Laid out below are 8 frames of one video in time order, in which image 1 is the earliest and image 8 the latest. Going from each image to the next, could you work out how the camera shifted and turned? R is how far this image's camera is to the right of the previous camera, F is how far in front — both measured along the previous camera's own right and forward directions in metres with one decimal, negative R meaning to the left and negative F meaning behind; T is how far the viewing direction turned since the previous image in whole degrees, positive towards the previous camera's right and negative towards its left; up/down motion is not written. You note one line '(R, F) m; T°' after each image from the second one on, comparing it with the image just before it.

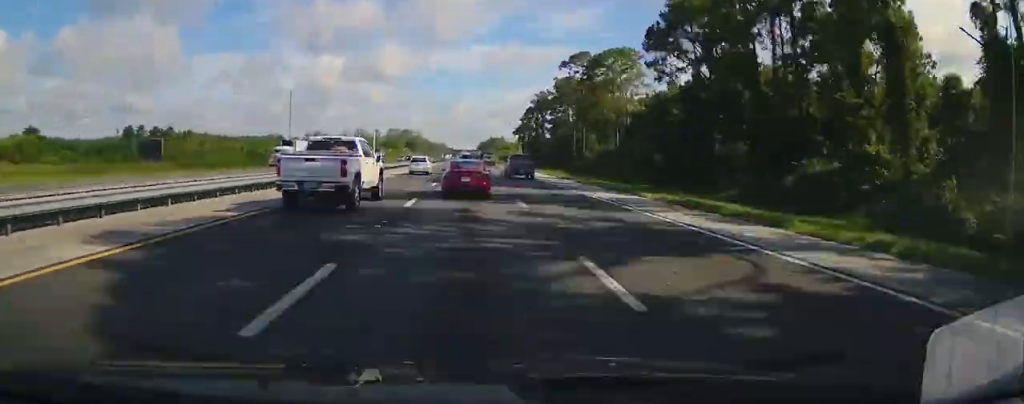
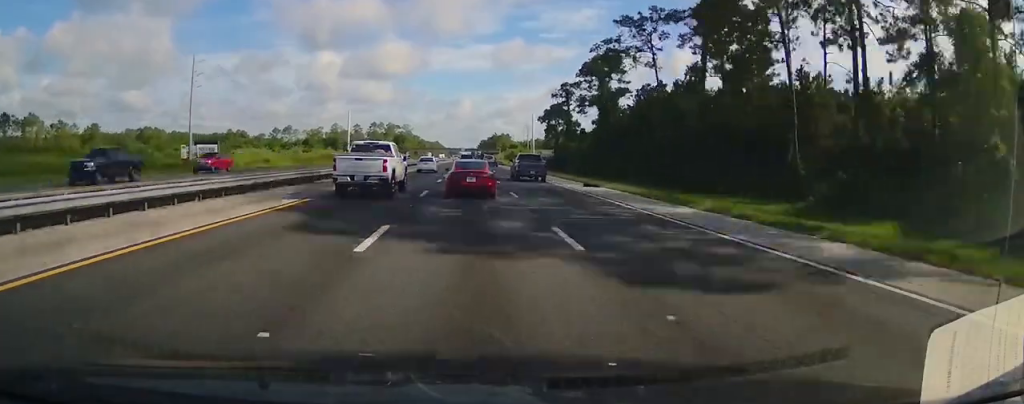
(+0.7, +82.2) m; 0°
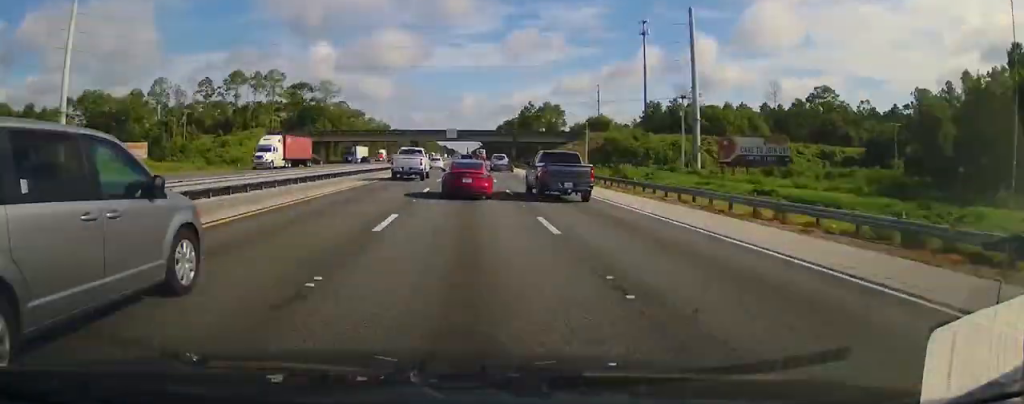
(-0.6, +231.6) m; -1°
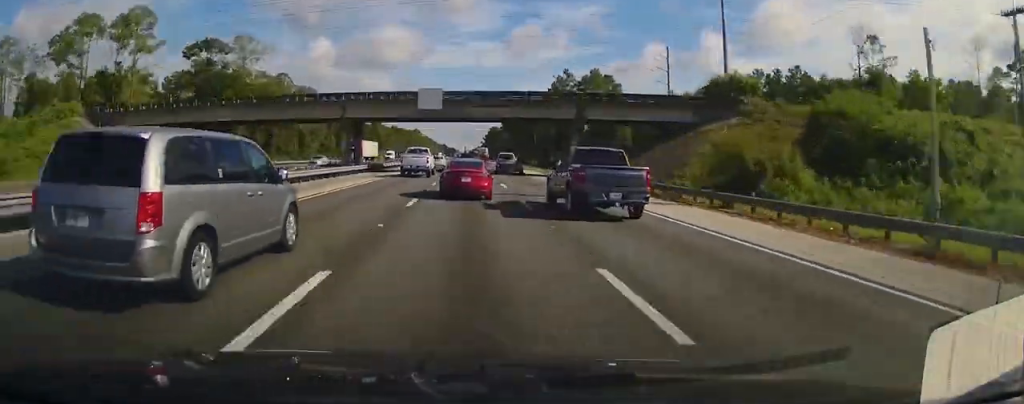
(+0.1, +68.1) m; 0°
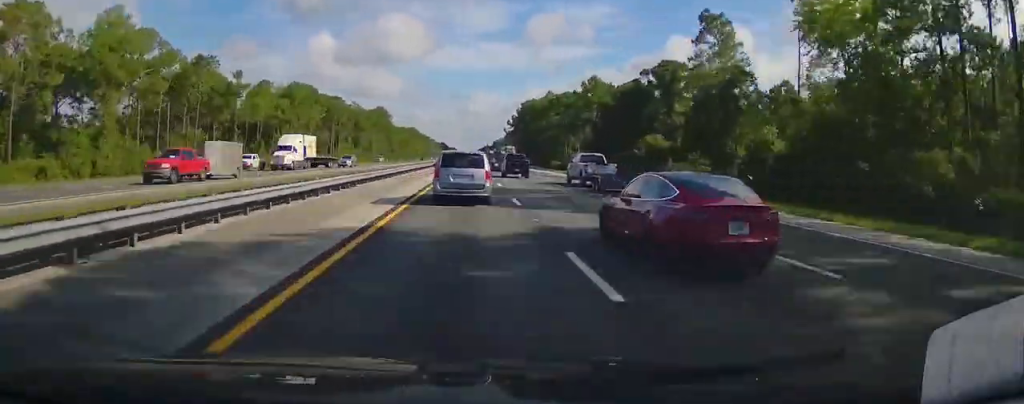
(-0.5, +207.3) m; 0°
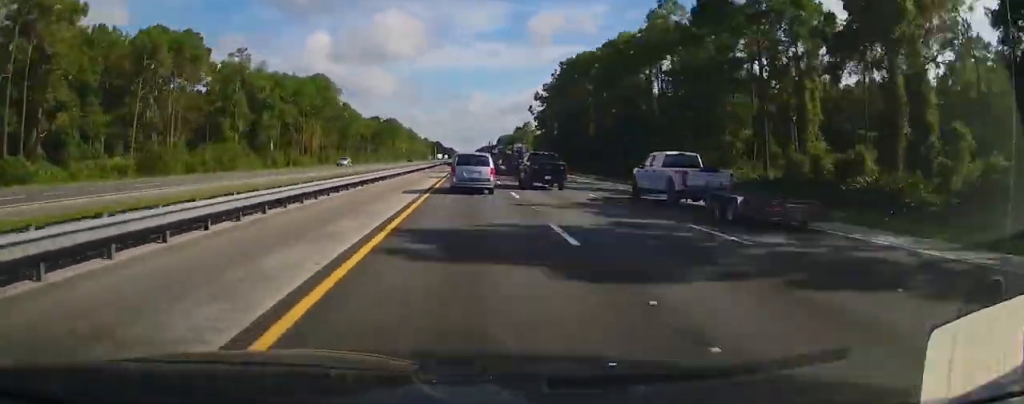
(+0.5, +94.2) m; 0°
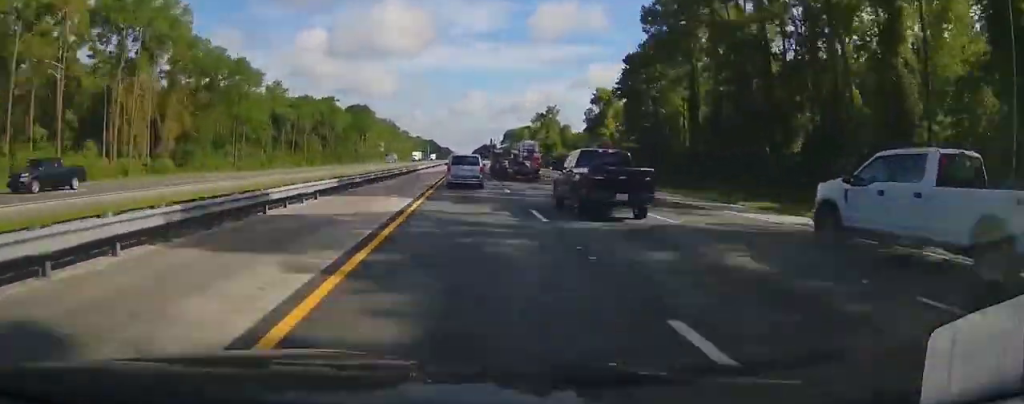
(+0.3, +82.2) m; 0°
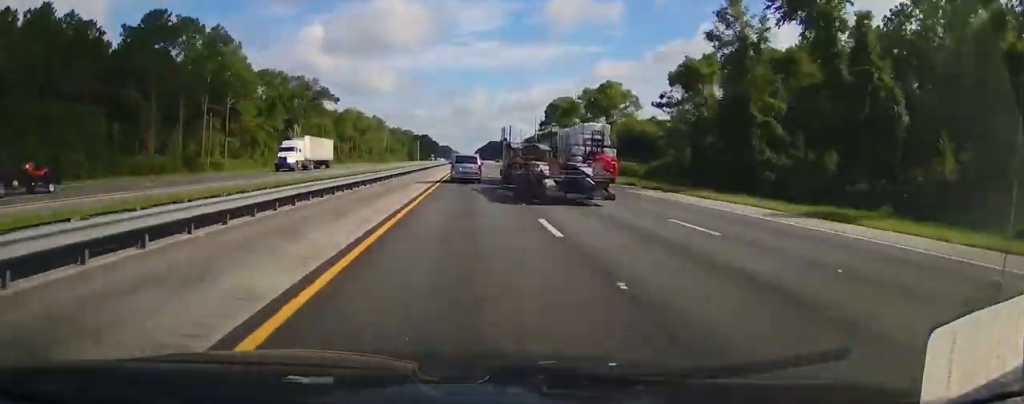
(+0.3, +140.4) m; 0°
